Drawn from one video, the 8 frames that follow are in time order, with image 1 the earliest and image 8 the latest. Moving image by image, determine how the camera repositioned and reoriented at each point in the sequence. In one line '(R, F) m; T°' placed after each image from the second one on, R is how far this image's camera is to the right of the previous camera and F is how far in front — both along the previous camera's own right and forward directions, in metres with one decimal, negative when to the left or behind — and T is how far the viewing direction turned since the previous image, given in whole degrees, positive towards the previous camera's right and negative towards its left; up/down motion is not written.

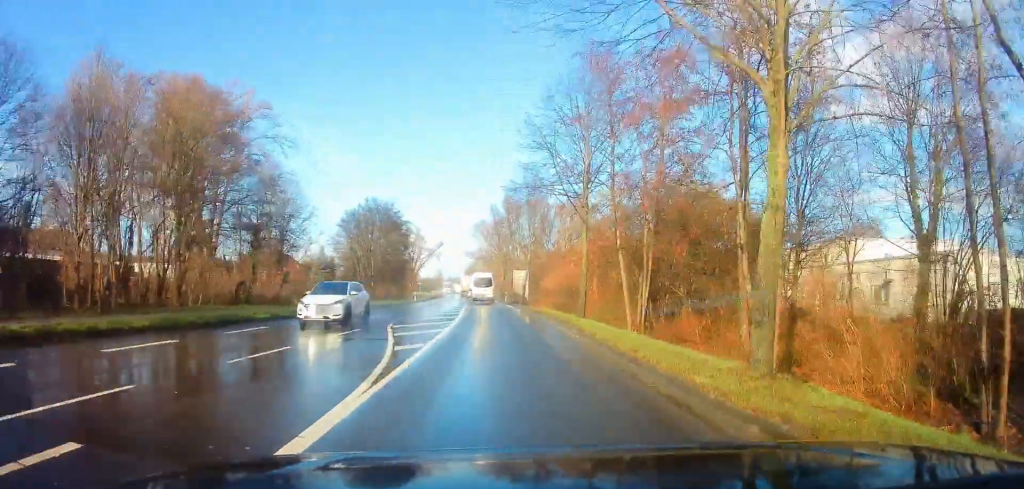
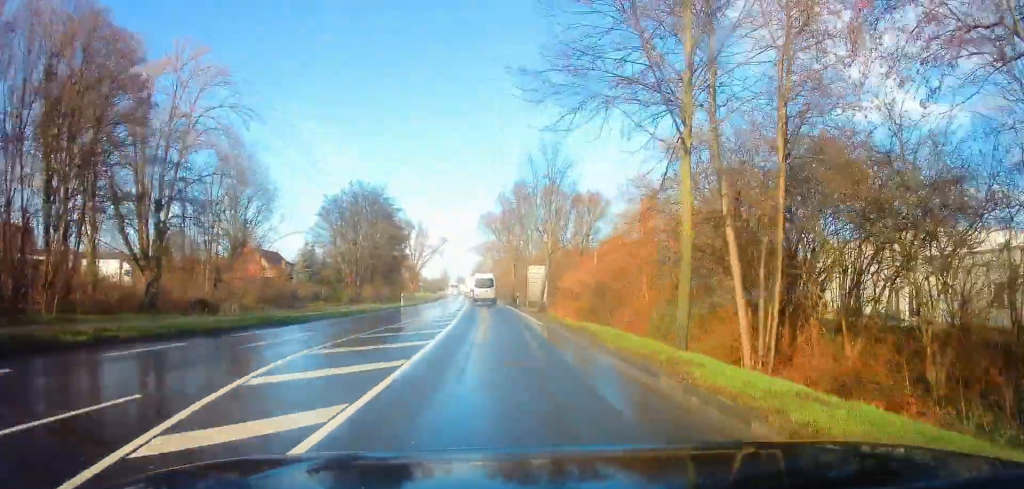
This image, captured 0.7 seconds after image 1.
(-0.2, +12.4) m; -1°
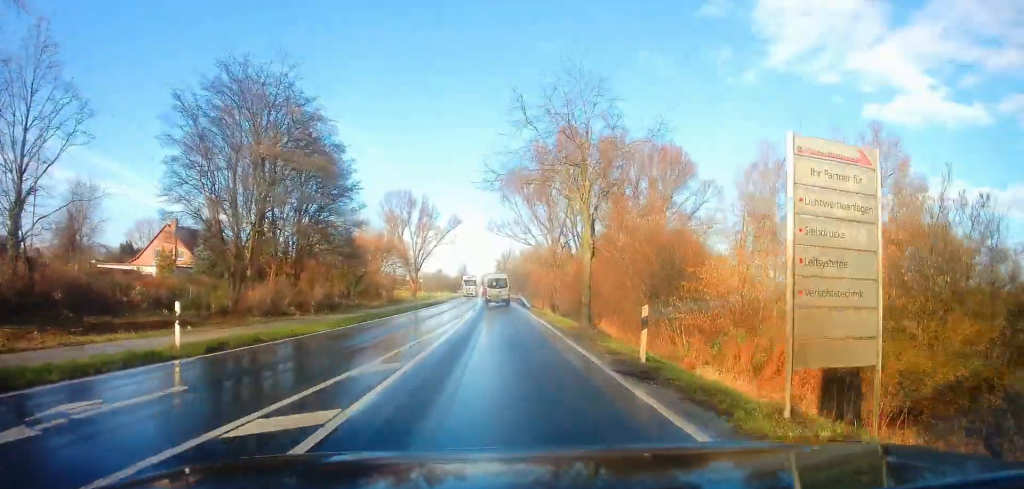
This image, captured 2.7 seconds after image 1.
(-0.6, +35.3) m; -3°
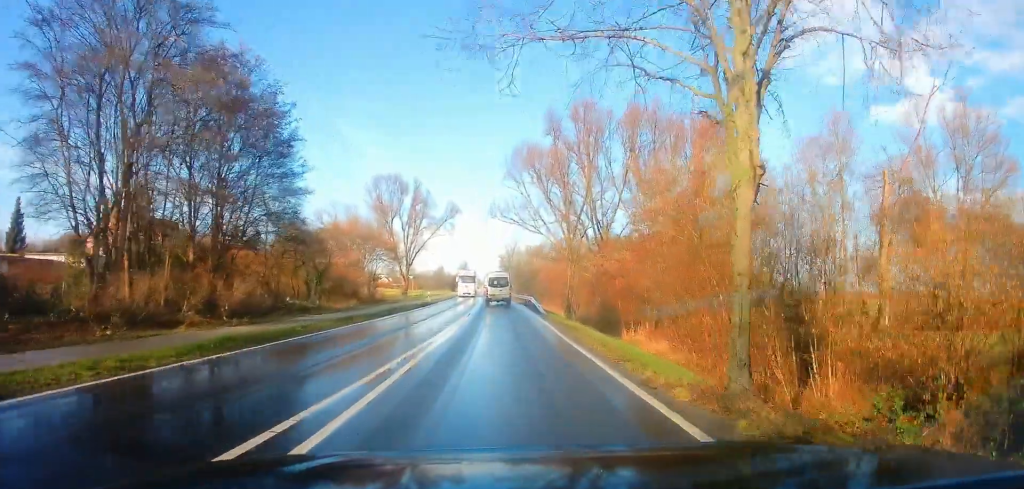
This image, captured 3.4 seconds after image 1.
(-0.2, +12.3) m; -1°
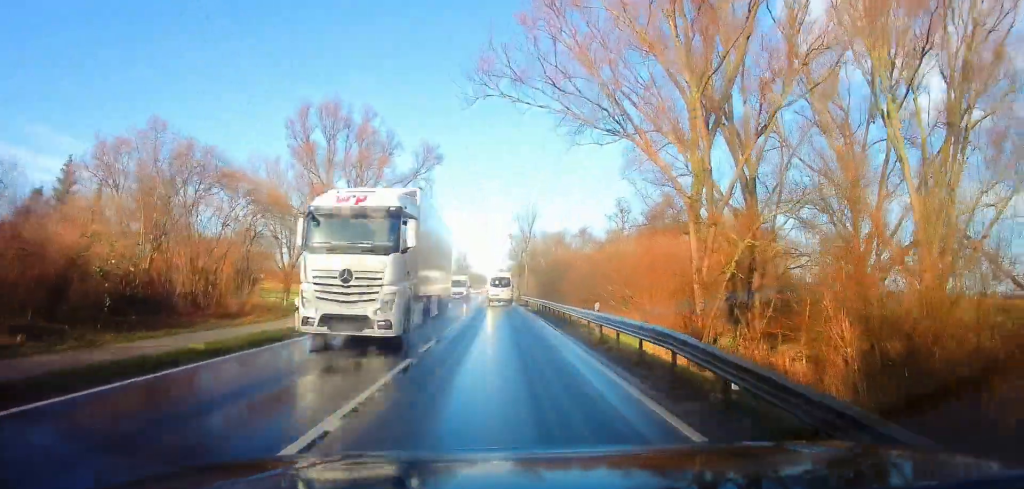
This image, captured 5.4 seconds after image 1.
(0.0, +34.5) m; 0°
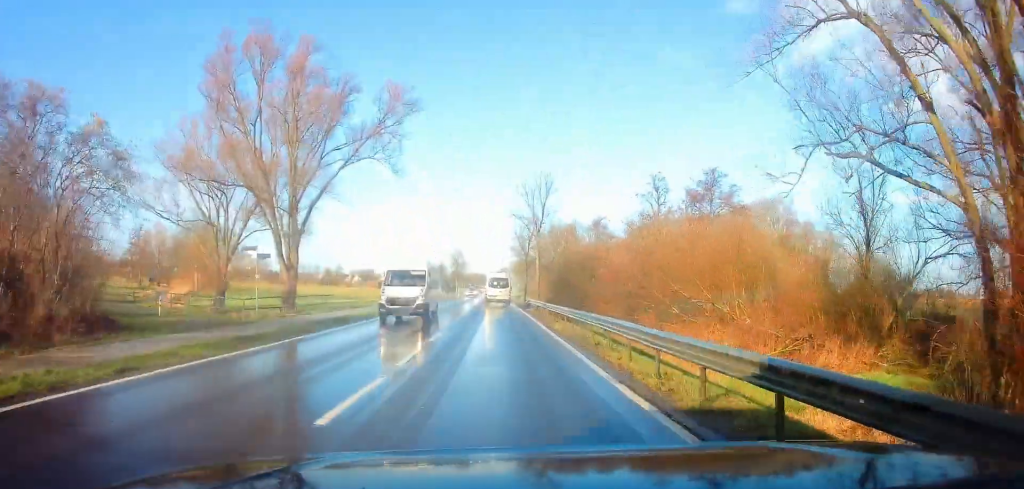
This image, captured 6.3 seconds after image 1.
(-0.3, +15.5) m; -1°
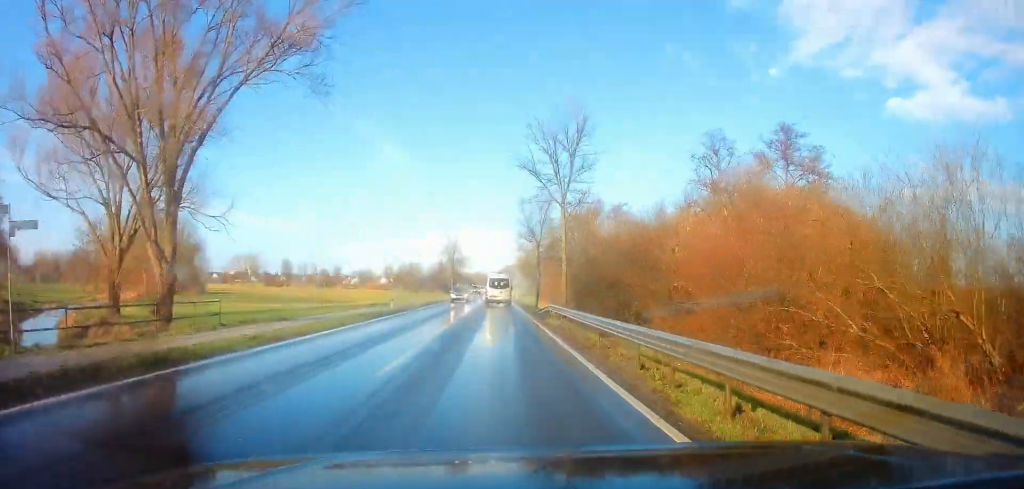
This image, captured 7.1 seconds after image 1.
(0.0, +14.8) m; +1°
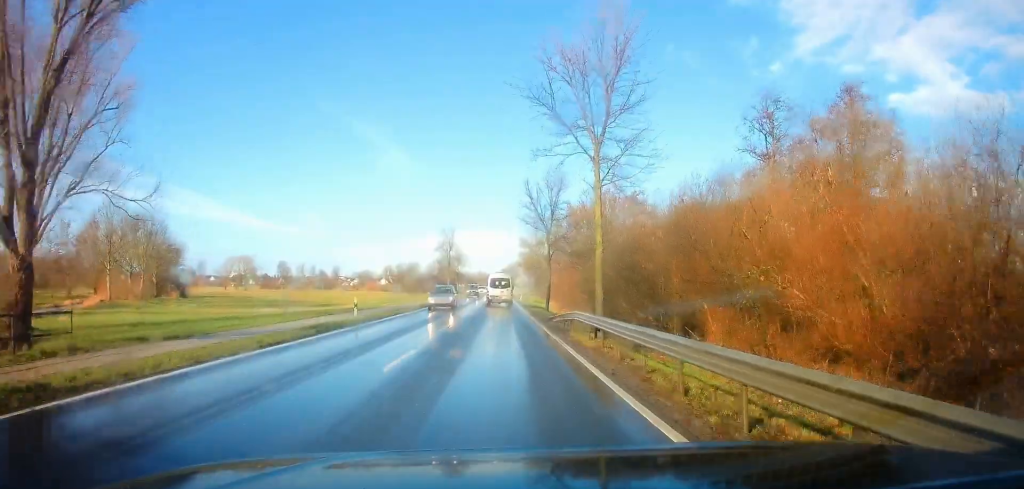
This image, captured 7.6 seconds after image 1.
(+0.2, +8.5) m; 0°
